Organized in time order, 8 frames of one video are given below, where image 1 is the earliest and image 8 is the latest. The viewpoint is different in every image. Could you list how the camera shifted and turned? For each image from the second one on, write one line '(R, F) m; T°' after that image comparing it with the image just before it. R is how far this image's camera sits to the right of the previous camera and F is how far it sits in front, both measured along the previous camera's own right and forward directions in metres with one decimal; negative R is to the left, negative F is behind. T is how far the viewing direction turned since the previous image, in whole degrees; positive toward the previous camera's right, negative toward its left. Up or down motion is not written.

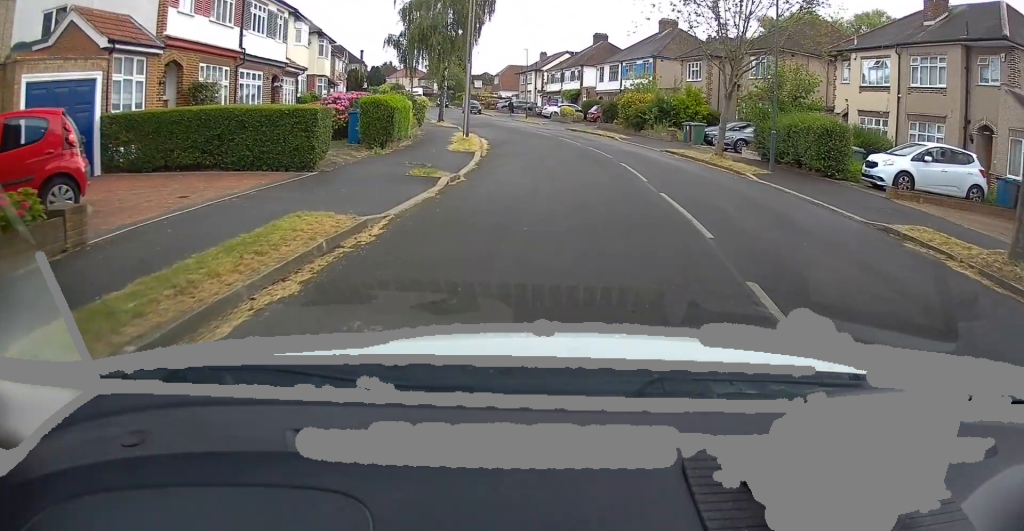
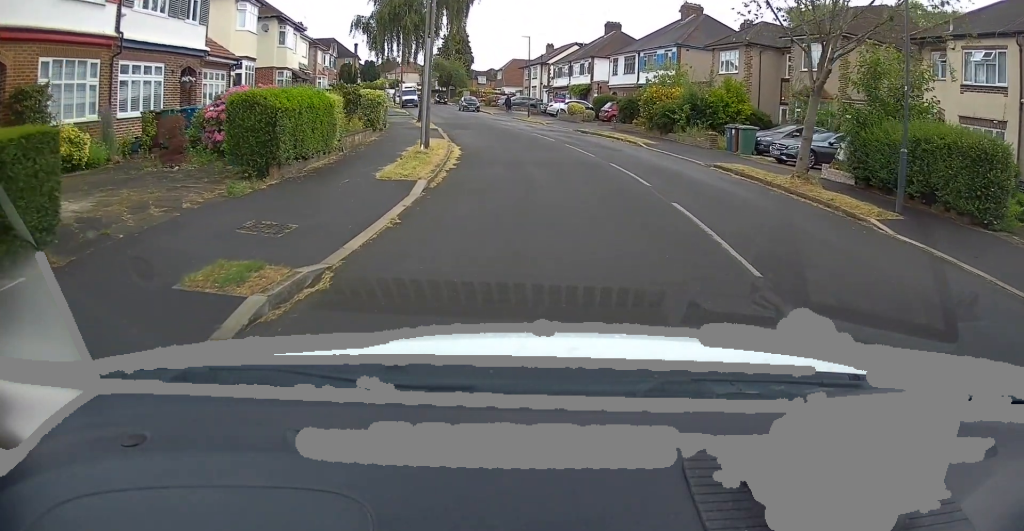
(0.0, +8.0) m; -3°
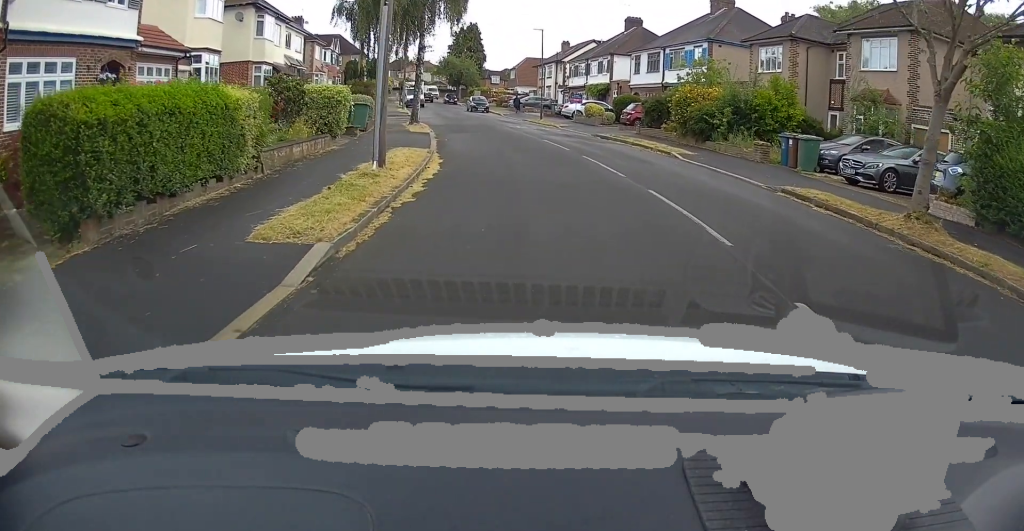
(-0.3, +5.1) m; -3°
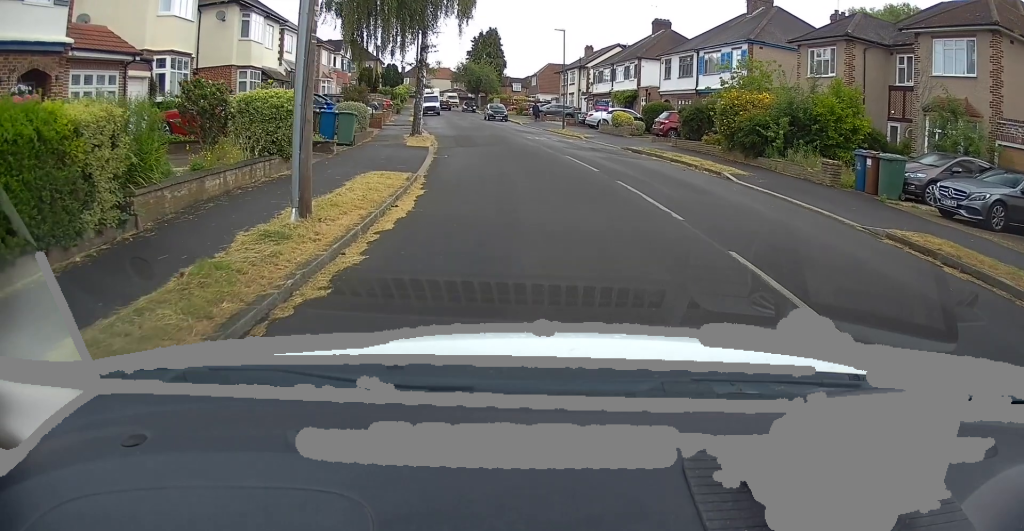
(0.0, +4.0) m; 0°
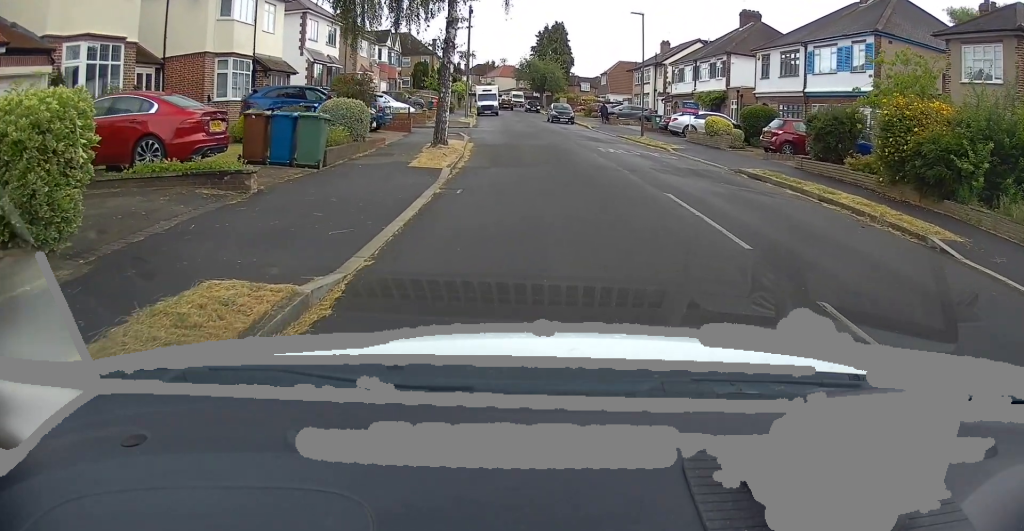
(-0.3, +7.6) m; -7°
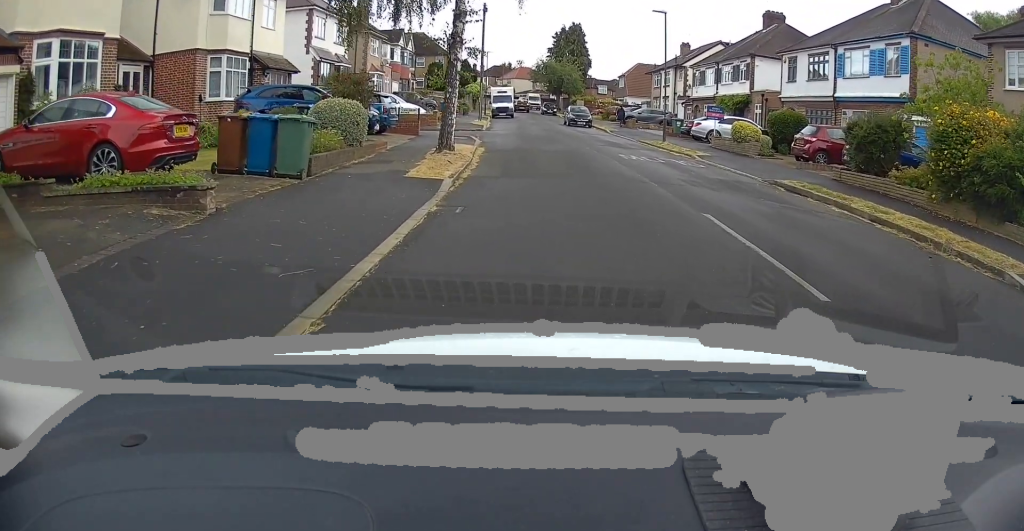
(-0.1, +1.9) m; -2°
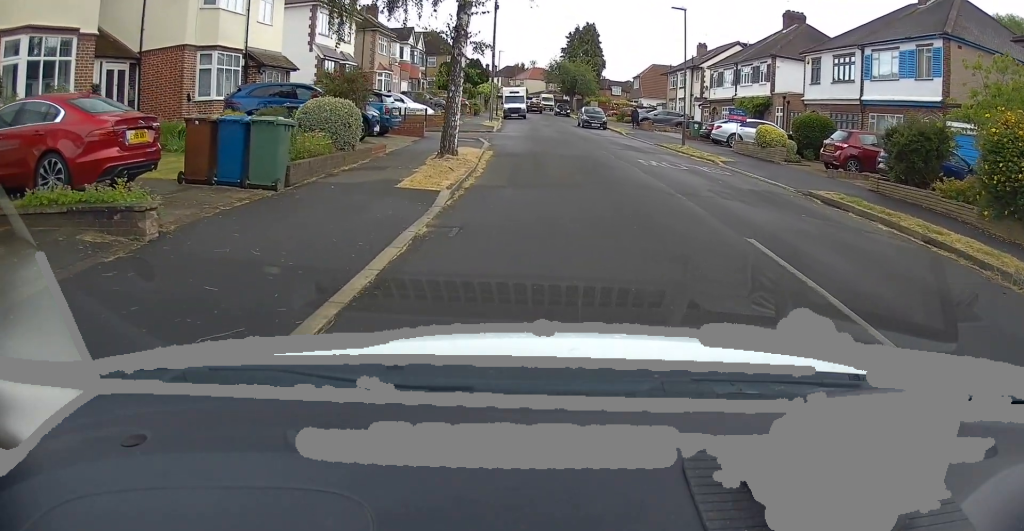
(0.0, +1.4) m; -2°
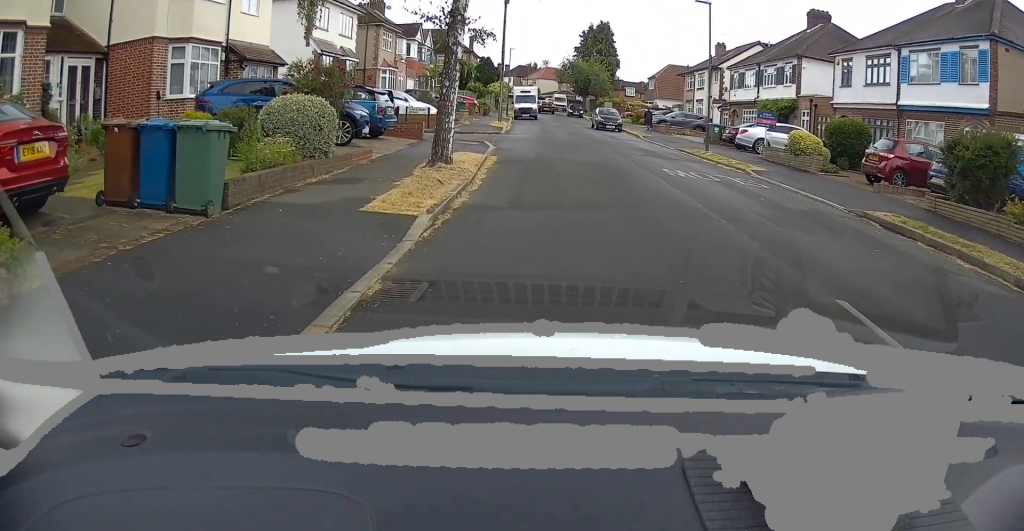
(+0.1, +2.0) m; -3°
